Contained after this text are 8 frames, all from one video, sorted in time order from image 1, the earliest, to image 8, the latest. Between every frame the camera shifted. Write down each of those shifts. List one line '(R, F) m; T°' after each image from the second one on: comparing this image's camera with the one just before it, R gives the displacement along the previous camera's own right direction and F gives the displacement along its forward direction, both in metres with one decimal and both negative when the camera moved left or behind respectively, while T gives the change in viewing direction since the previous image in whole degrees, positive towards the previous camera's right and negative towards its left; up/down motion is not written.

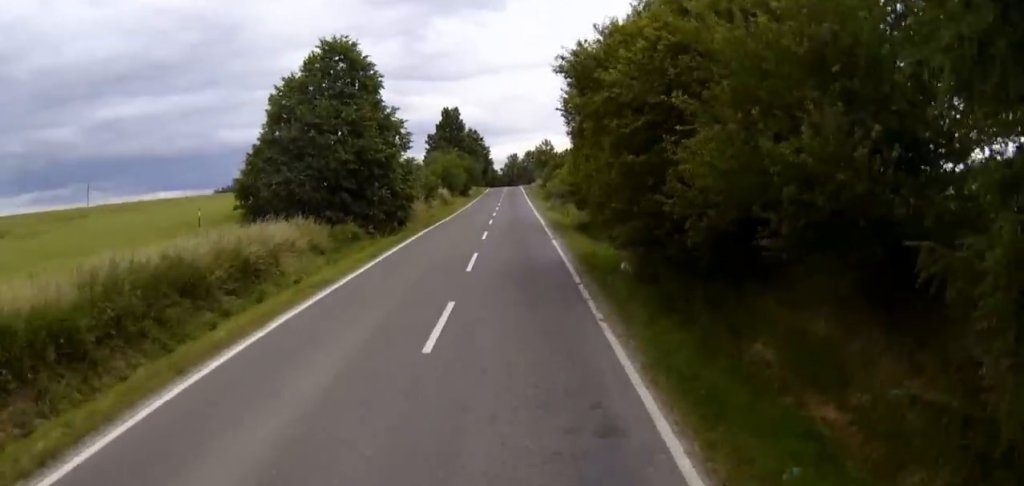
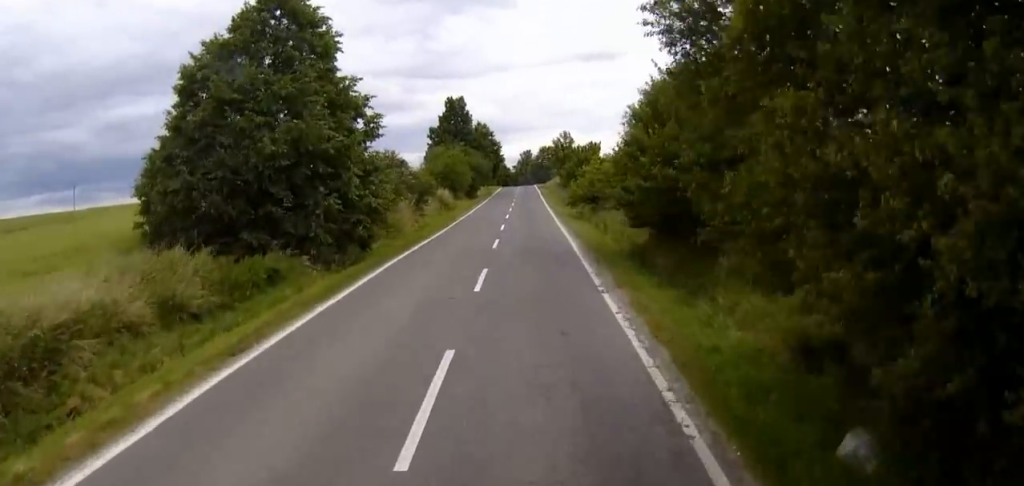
(0.0, +12.0) m; 0°
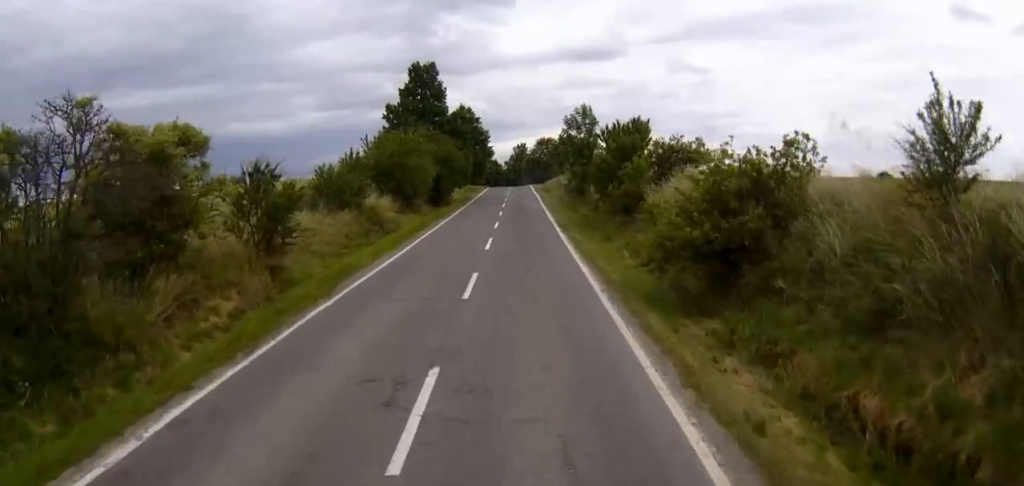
(+0.4, +27.0) m; +1°
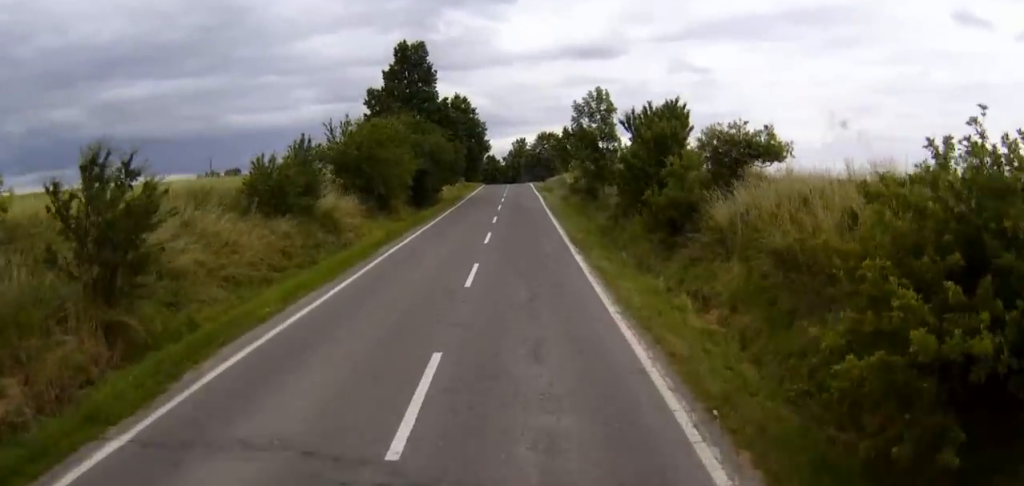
(+0.1, +8.5) m; 0°
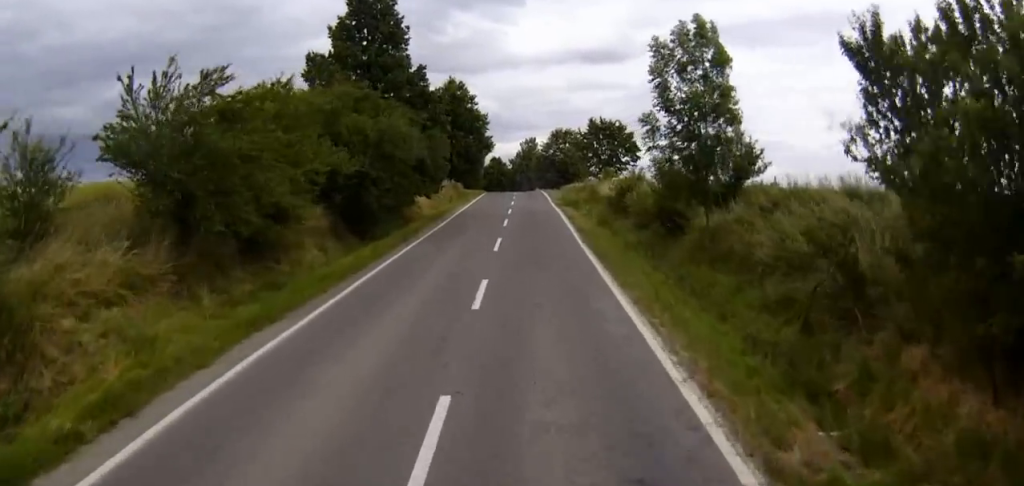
(-0.4, +20.0) m; -1°
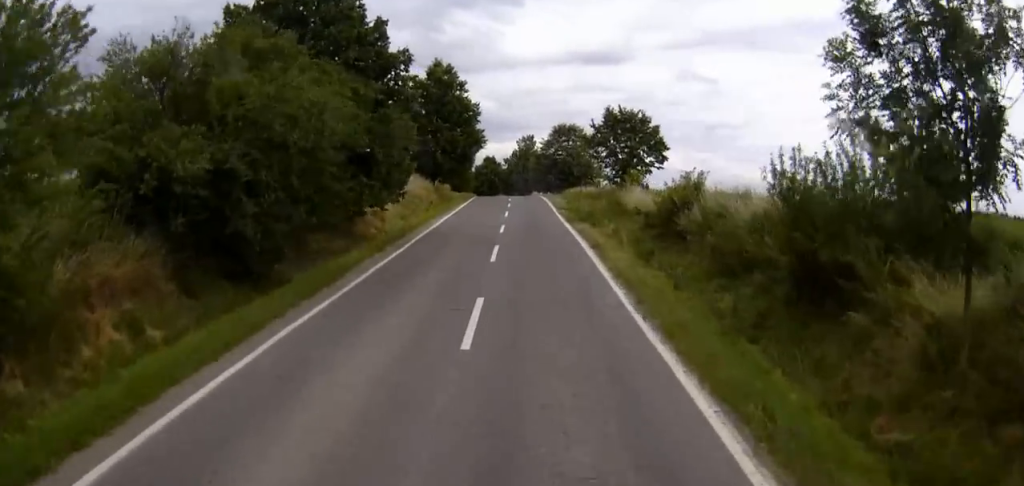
(0.0, +12.0) m; +1°
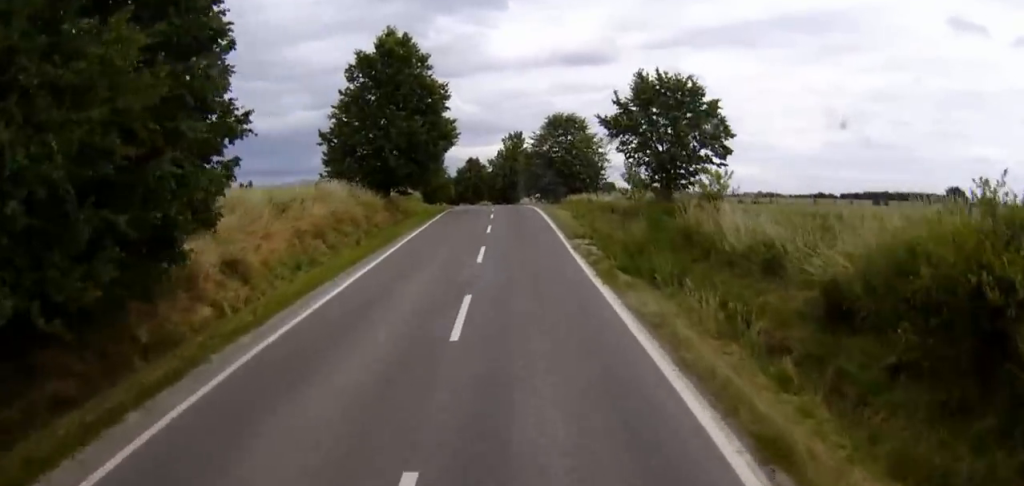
(+0.3, +17.3) m; 0°
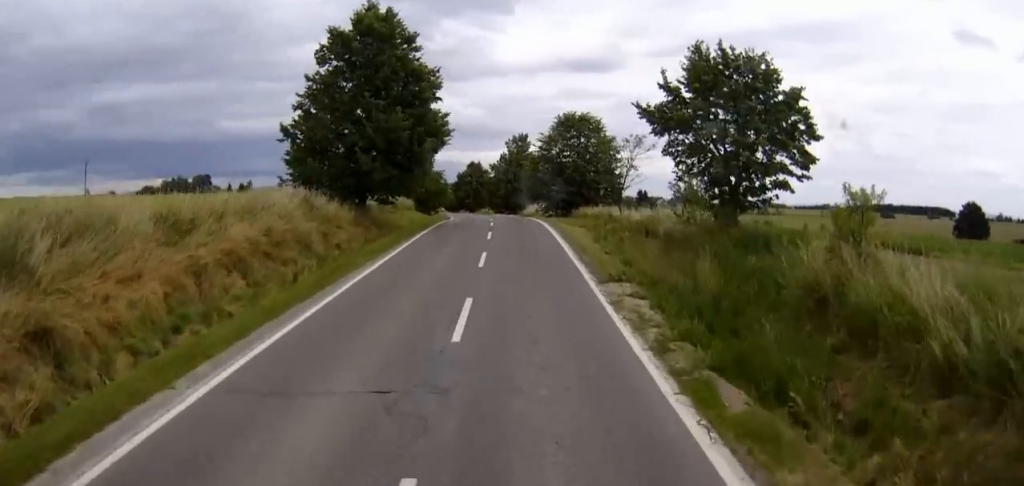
(0.0, +9.0) m; 0°
